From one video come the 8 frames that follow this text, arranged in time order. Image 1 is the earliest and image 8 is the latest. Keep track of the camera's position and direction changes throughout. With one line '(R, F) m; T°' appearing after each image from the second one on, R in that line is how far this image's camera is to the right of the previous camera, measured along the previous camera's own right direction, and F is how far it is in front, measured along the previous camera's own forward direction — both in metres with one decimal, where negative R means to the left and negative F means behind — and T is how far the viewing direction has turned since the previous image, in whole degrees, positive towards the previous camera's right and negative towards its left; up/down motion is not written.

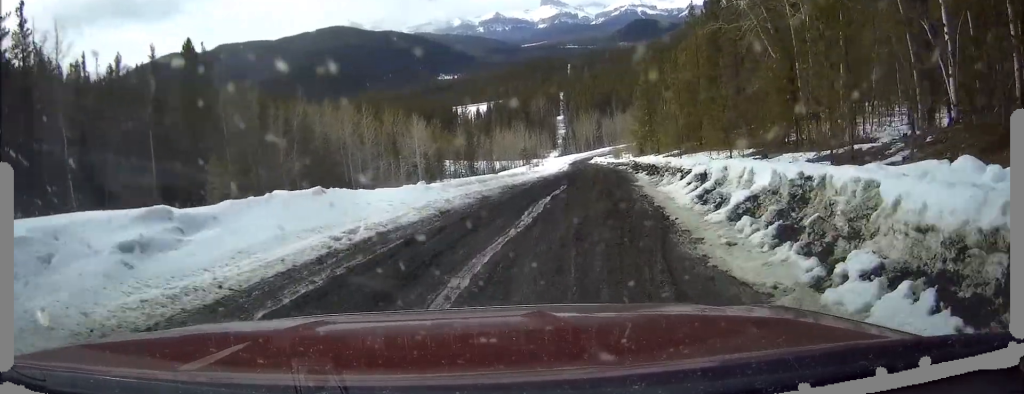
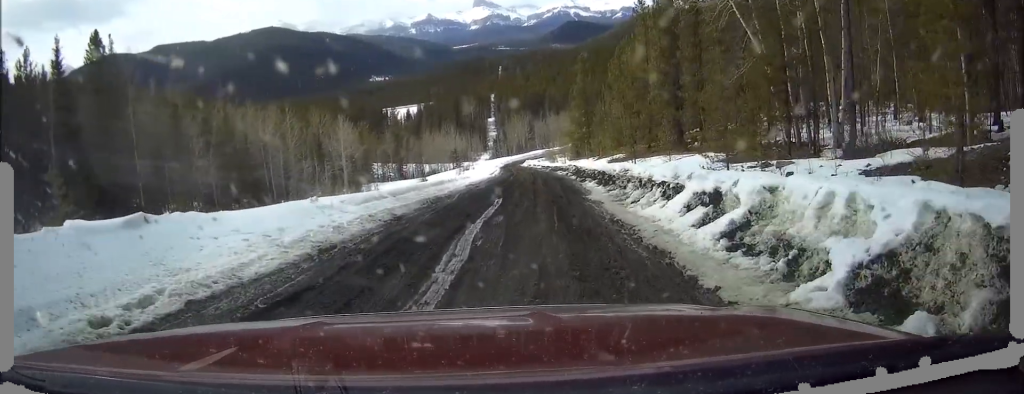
(+0.5, +5.1) m; +7°
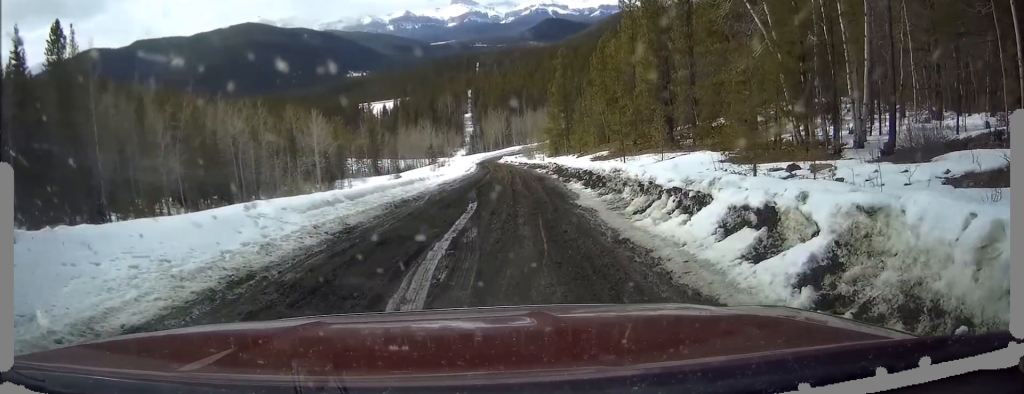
(0.0, +2.8) m; -3°
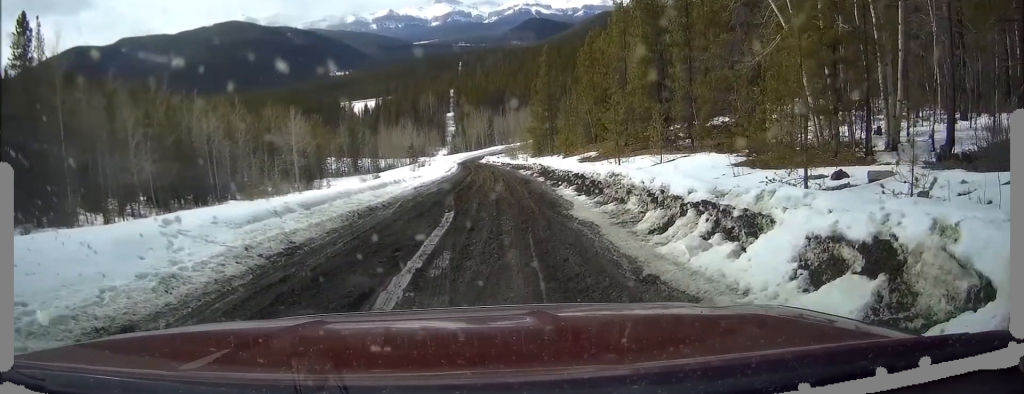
(-0.1, +2.6) m; -4°
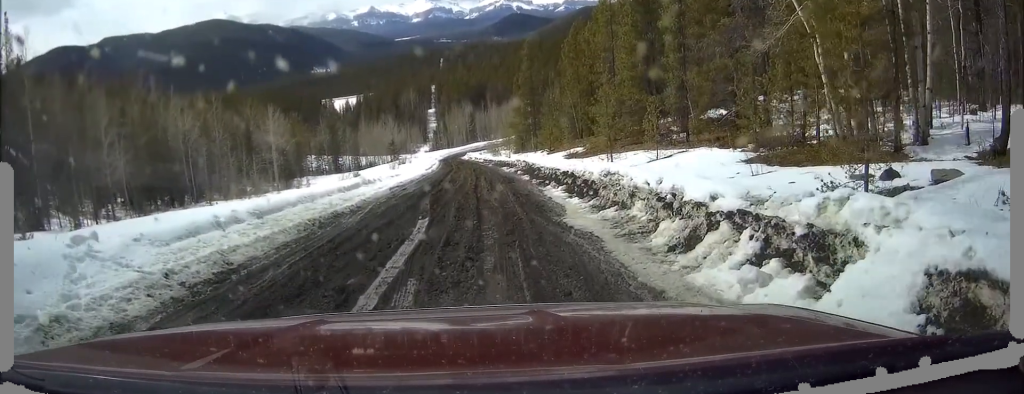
(-0.1, +2.1) m; -3°
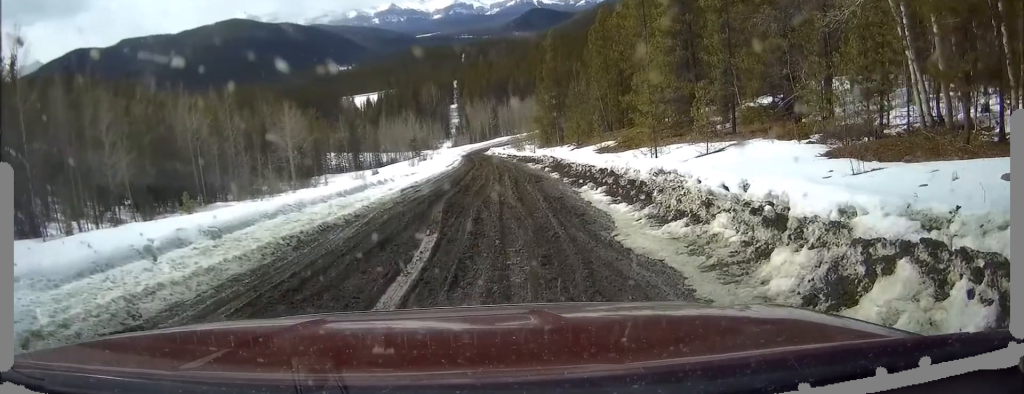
(-0.1, +3.1) m; 0°
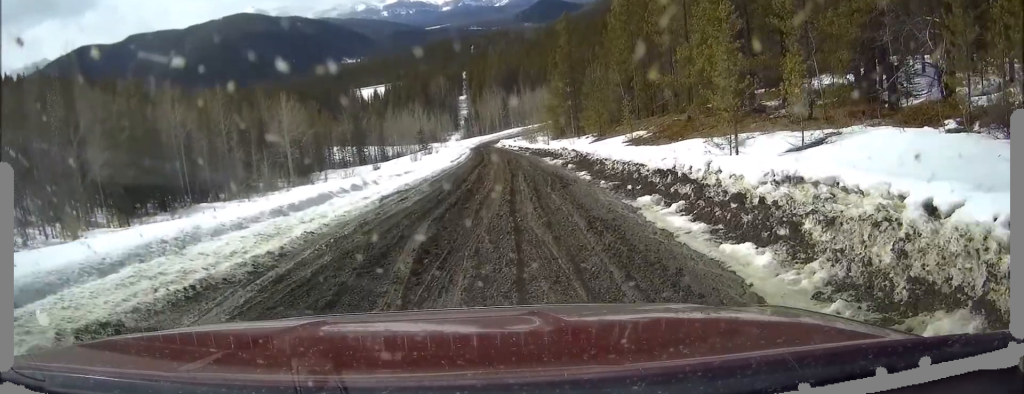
(+0.2, +5.9) m; +4°
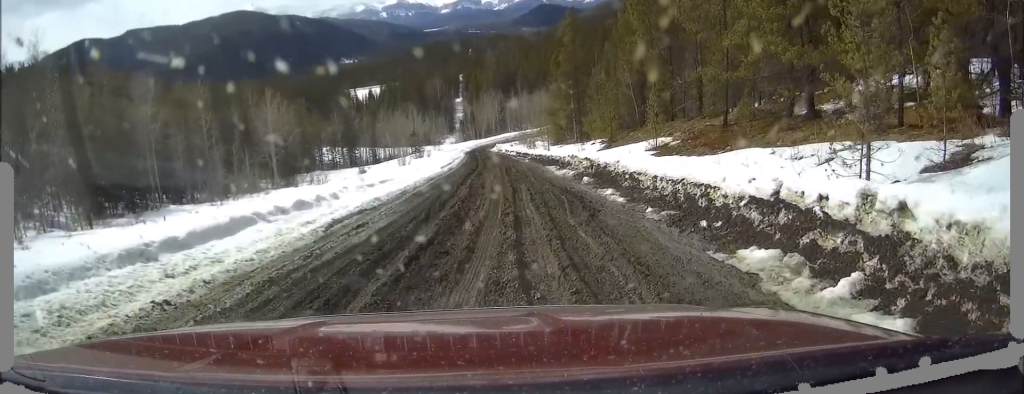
(+0.2, +4.9) m; +5°
